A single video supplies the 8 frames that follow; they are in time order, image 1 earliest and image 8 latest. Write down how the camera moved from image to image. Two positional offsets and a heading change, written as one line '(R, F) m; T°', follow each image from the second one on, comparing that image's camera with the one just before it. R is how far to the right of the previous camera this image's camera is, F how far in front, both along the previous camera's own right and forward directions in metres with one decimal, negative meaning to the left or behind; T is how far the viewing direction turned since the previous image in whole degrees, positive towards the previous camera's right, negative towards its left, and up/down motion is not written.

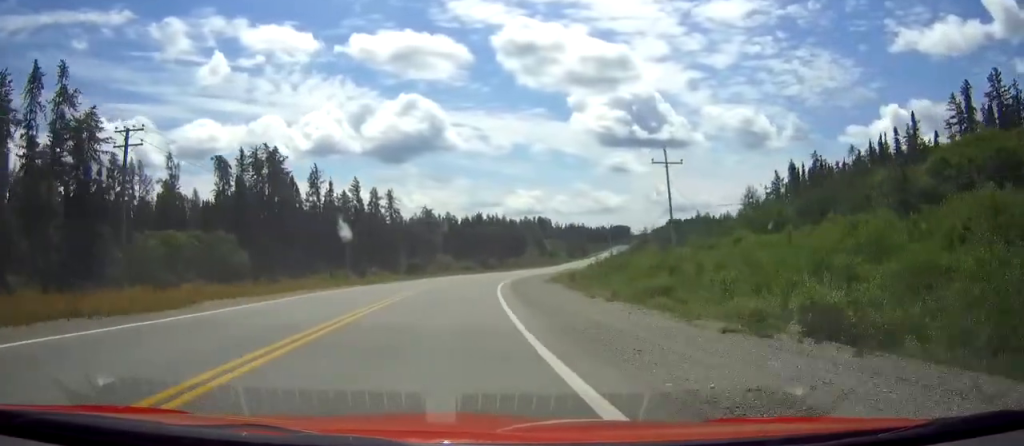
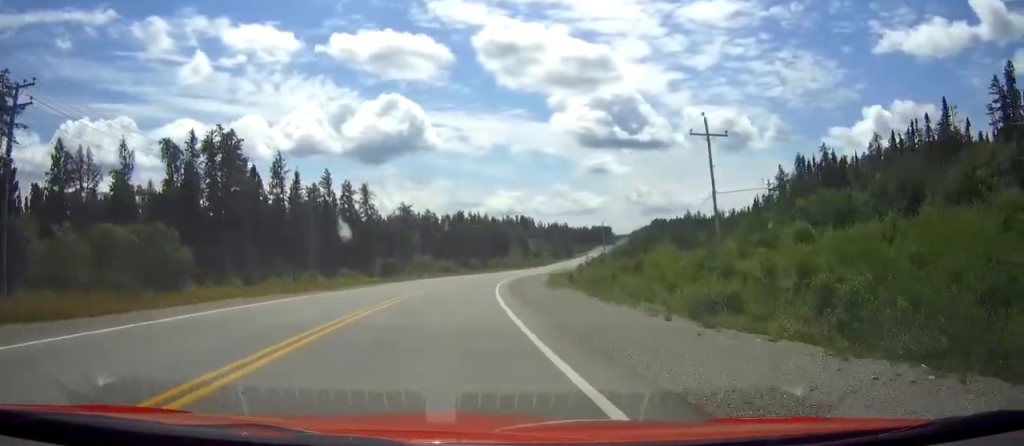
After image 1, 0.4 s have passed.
(+0.2, +11.9) m; +2°
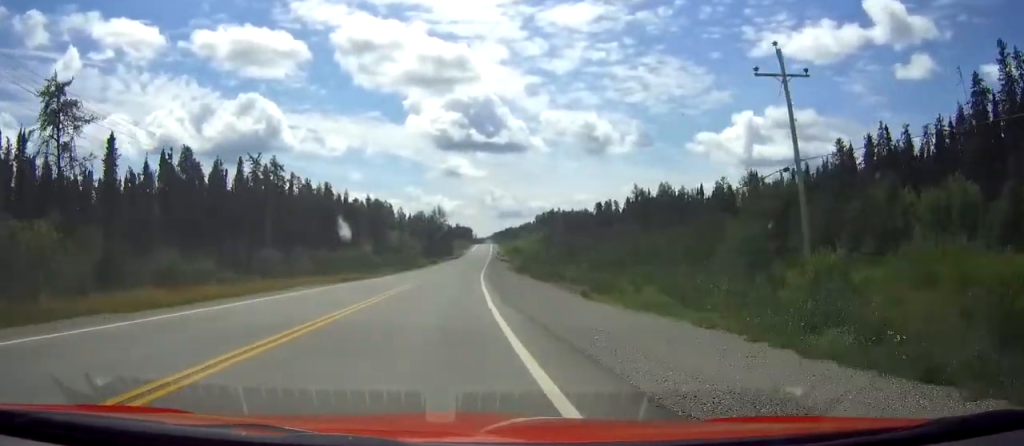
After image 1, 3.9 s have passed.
(+11.6, +105.7) m; +12°
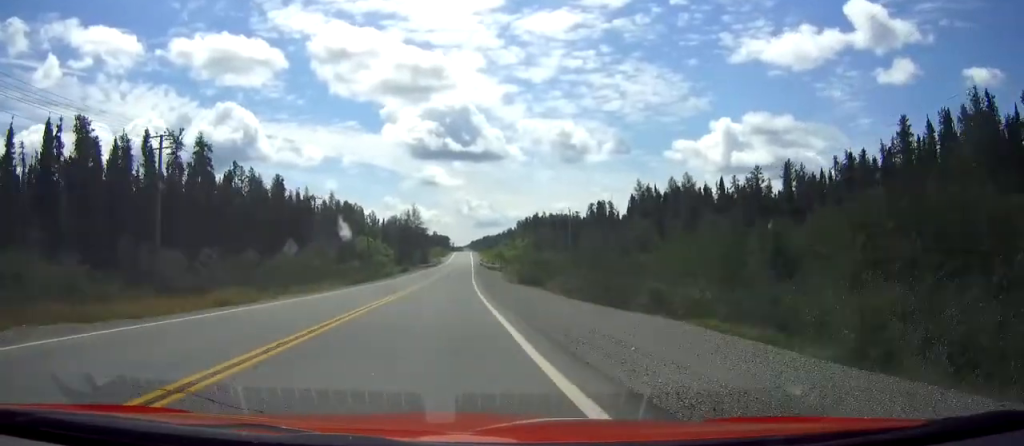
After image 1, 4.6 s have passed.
(+0.5, +24.7) m; +2°
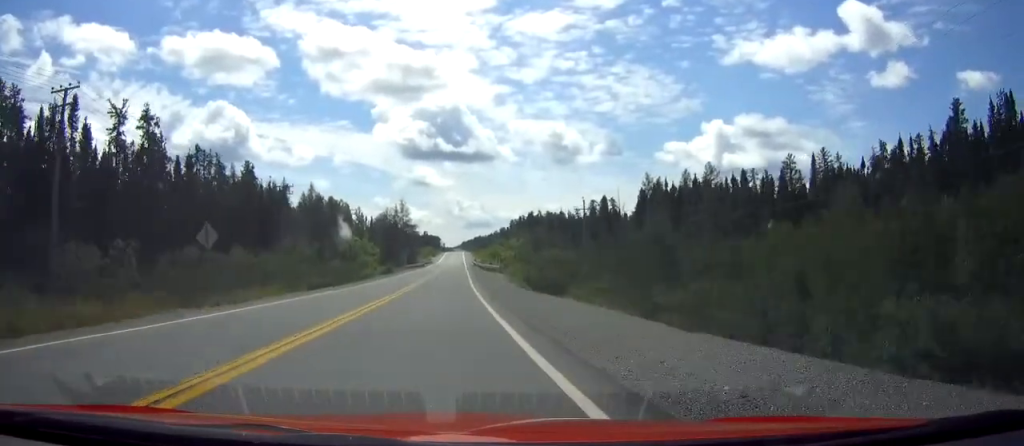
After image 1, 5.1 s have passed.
(+0.2, +14.2) m; +1°
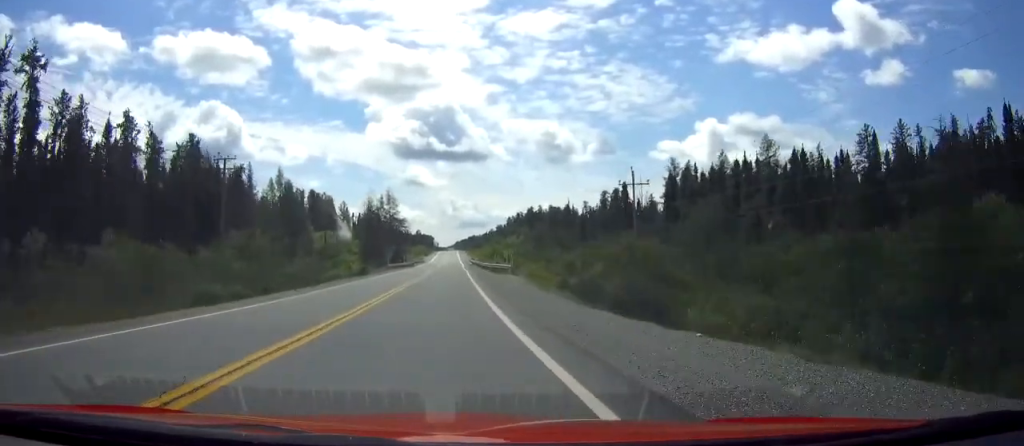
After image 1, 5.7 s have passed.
(+0.2, +21.9) m; +1°
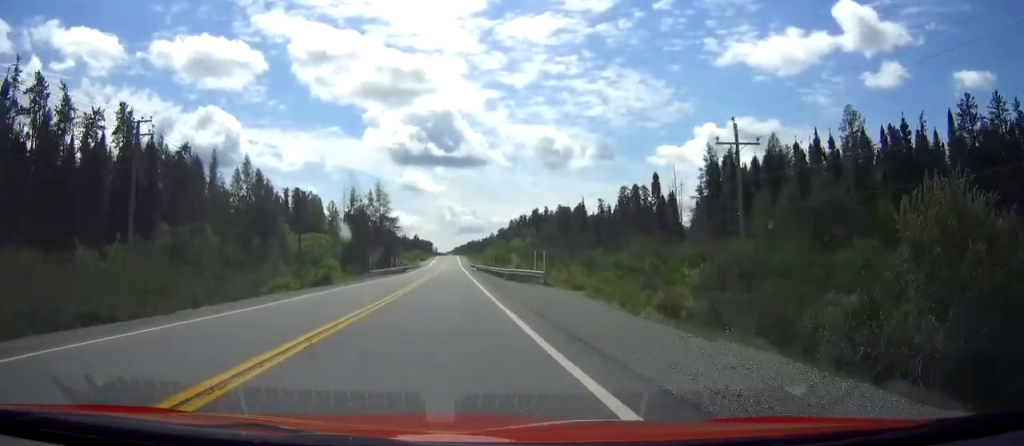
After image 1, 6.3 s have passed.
(+0.2, +19.9) m; +1°
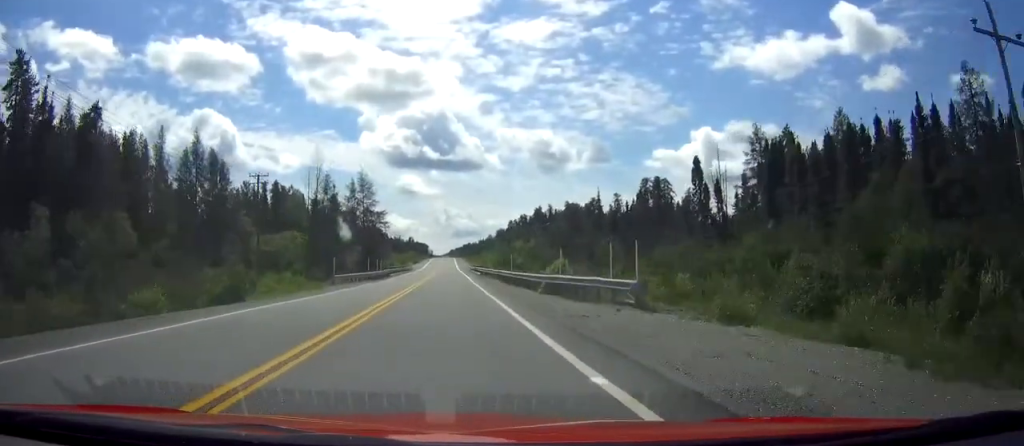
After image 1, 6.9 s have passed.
(+0.1, +19.9) m; 0°
